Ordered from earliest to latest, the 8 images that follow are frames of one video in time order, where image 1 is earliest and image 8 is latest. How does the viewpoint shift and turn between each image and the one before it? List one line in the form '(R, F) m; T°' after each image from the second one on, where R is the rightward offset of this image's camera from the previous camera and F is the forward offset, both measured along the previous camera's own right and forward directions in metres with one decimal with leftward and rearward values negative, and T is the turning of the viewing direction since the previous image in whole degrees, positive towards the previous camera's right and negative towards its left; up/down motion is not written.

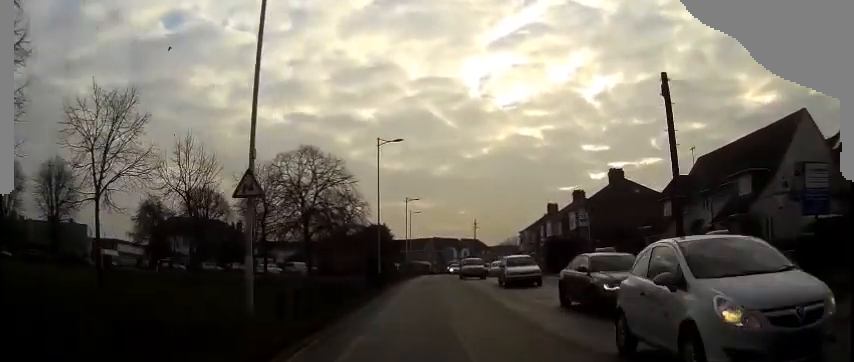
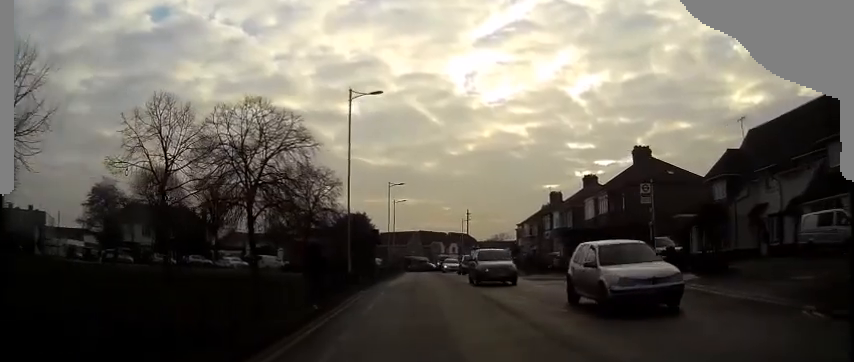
(0.0, +11.7) m; +2°
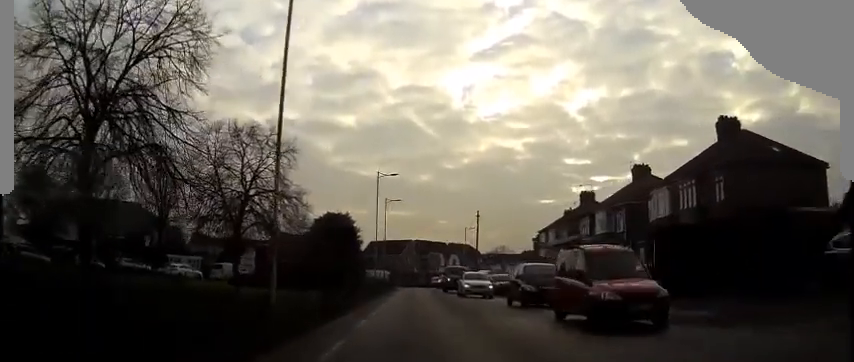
(+0.3, +17.4) m; 0°
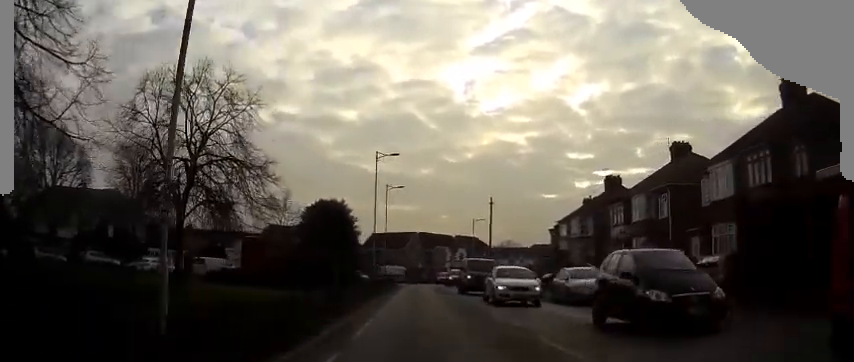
(0.0, +7.9) m; -1°
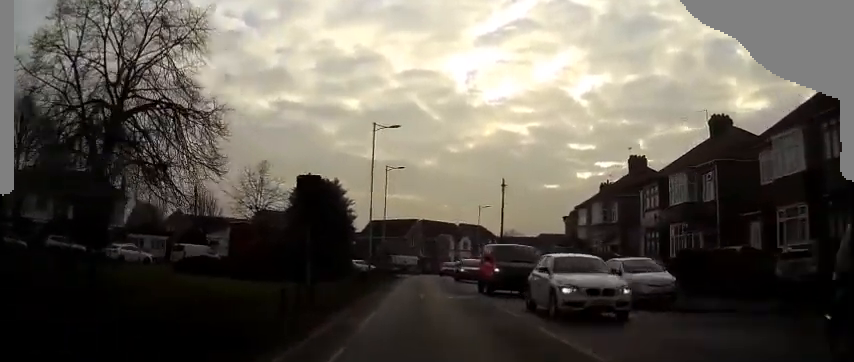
(0.0, +6.5) m; 0°
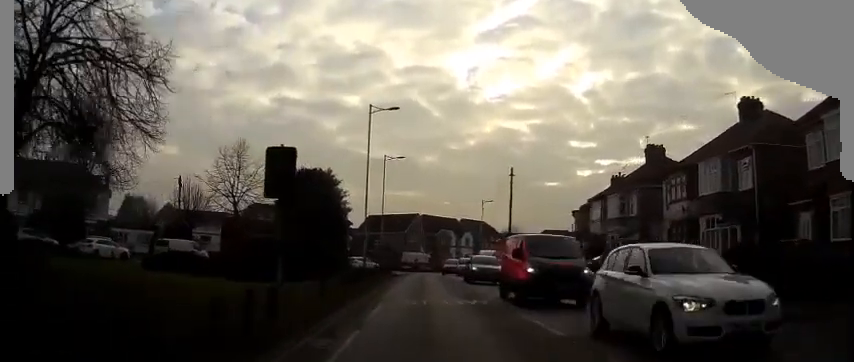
(0.0, +4.2) m; 0°
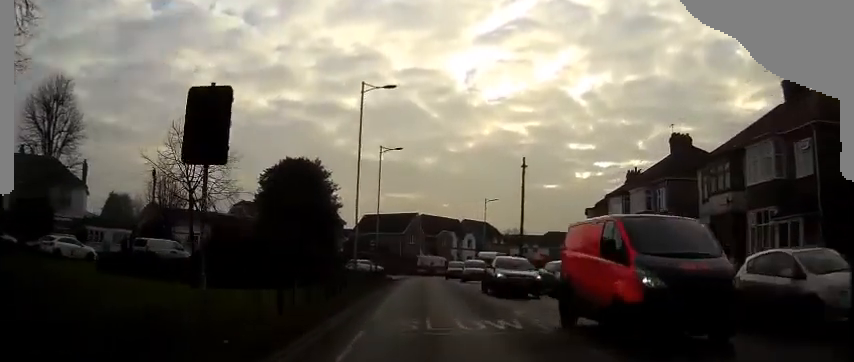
(0.0, +5.6) m; 0°
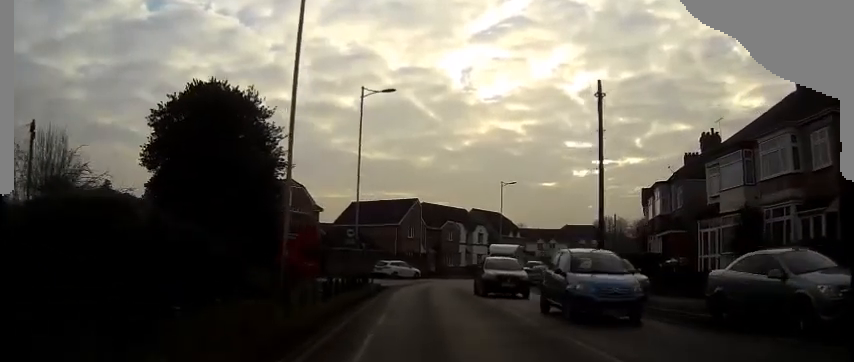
(+0.3, +17.8) m; +2°
